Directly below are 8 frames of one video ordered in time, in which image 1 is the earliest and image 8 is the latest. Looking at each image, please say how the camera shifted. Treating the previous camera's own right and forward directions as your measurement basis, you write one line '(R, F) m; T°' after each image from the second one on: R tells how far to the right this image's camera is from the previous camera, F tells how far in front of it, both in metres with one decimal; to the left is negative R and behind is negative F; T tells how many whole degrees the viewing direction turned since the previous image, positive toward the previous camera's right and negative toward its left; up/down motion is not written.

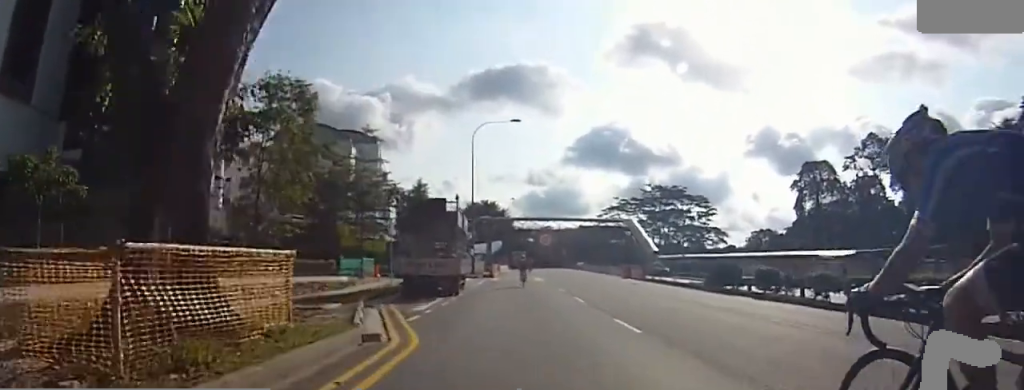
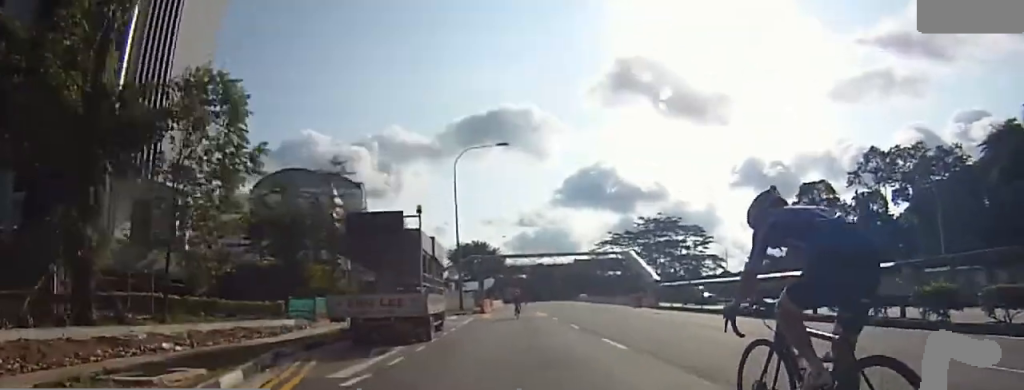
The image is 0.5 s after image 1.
(+0.5, +5.2) m; 0°
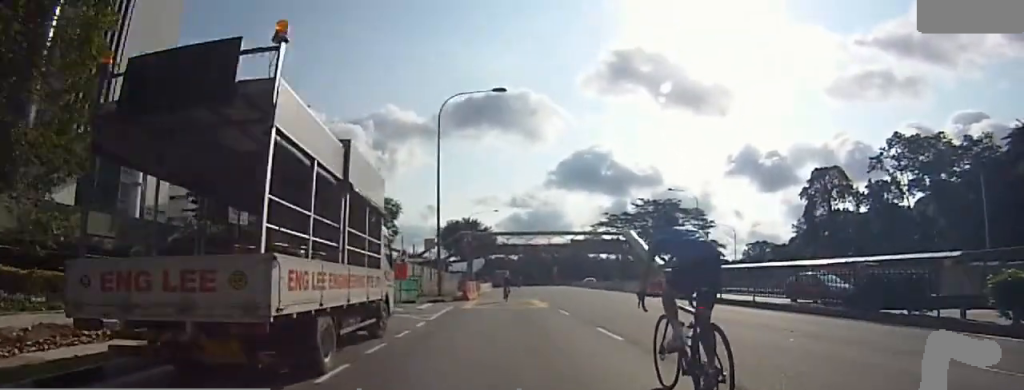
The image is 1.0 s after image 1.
(0.0, +6.6) m; 0°
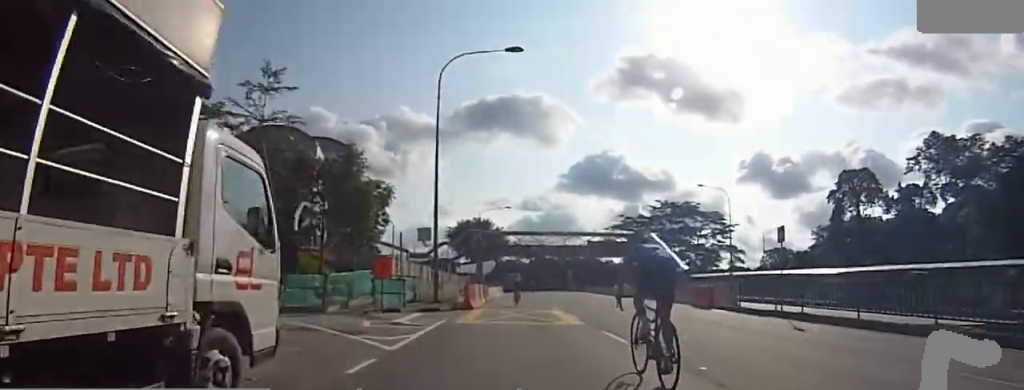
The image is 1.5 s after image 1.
(-0.5, +5.6) m; 0°
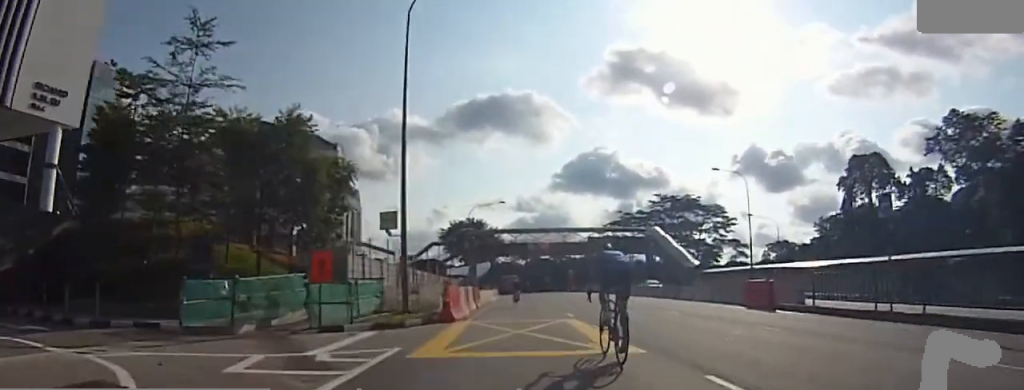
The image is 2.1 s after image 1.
(+0.1, +5.6) m; +2°
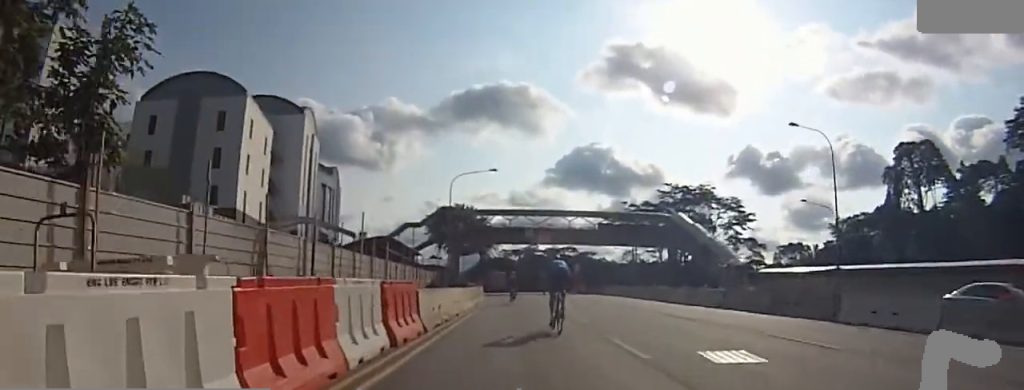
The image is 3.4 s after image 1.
(+1.0, +14.7) m; -4°
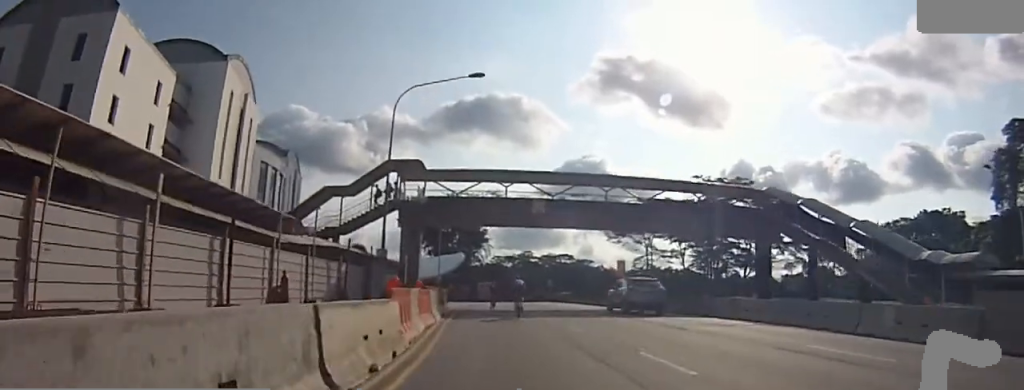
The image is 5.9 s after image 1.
(-1.4, +25.2) m; +2°
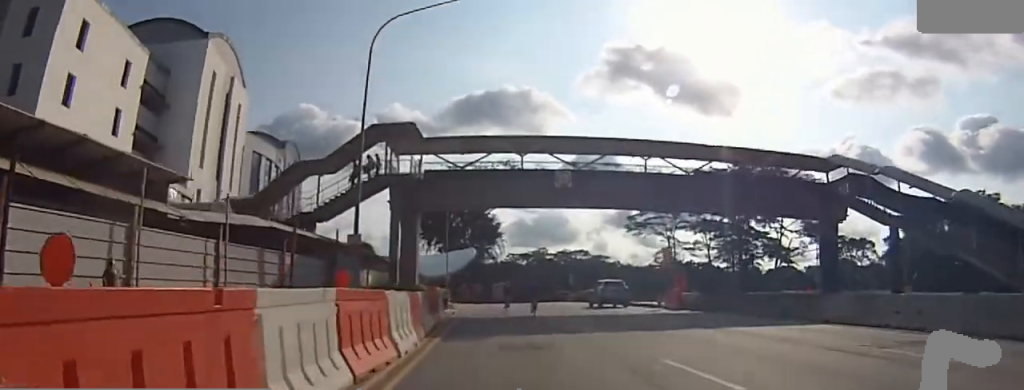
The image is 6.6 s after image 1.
(-0.5, +7.7) m; +1°
